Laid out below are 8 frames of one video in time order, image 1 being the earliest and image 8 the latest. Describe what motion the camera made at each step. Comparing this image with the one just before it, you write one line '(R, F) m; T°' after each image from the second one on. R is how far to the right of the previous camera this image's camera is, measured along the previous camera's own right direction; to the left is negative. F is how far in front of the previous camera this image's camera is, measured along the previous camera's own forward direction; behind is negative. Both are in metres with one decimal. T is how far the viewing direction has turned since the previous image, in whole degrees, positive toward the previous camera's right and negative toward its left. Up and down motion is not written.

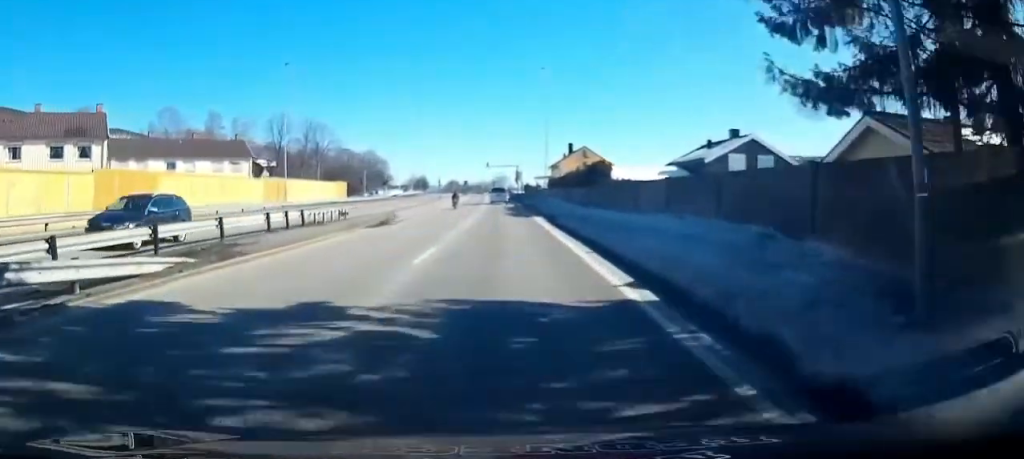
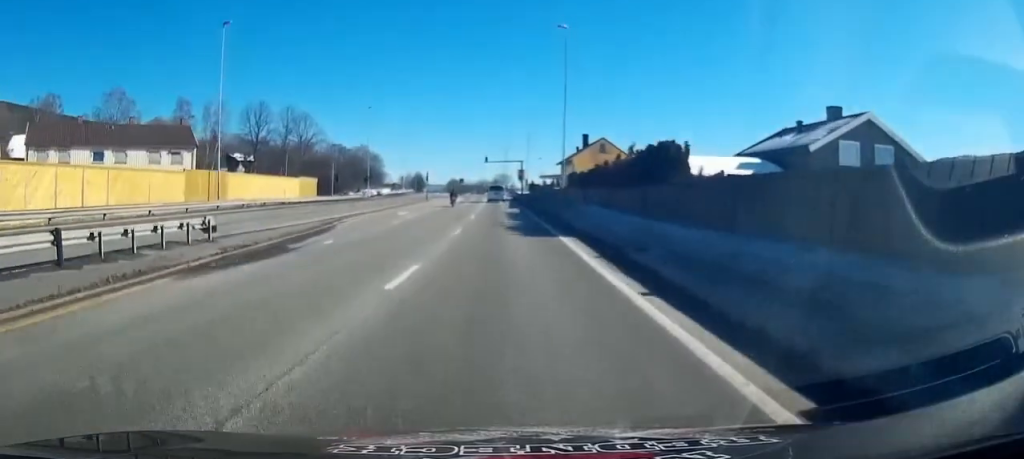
(-0.2, +16.3) m; 0°
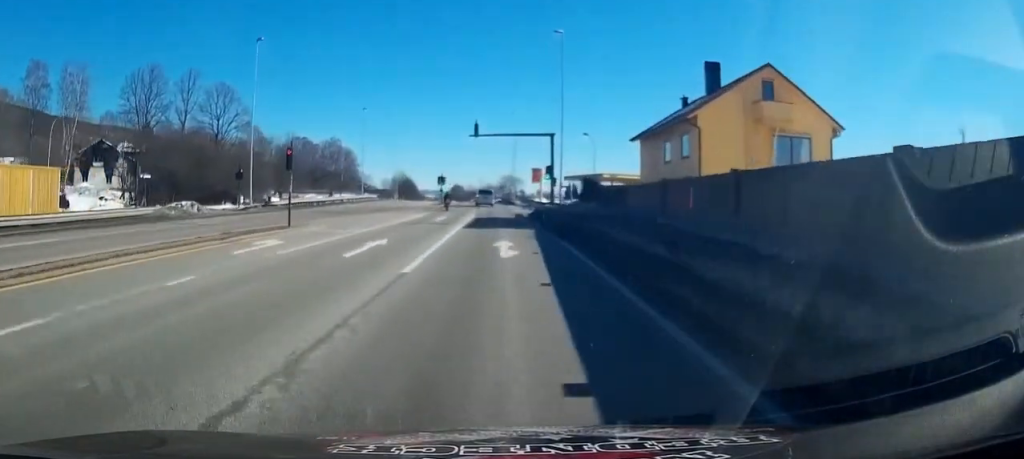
(0.0, +50.2) m; -1°
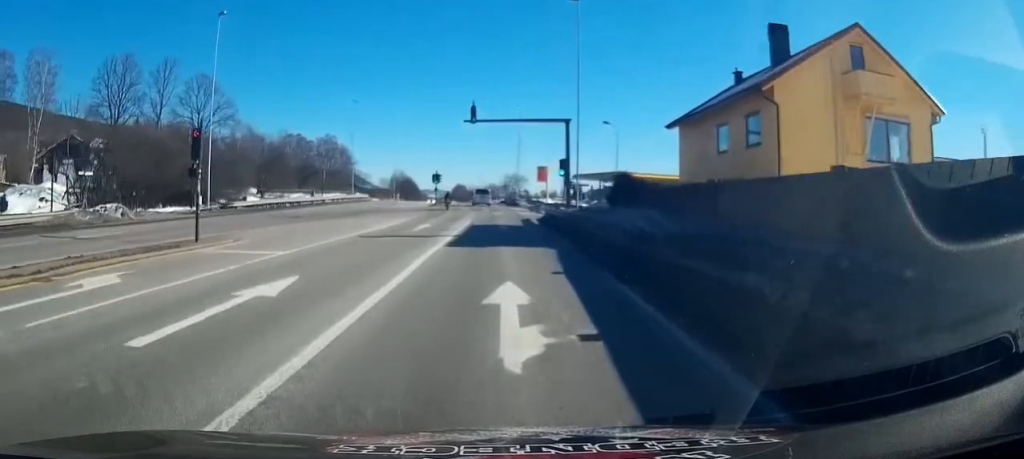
(+0.3, +8.6) m; -1°
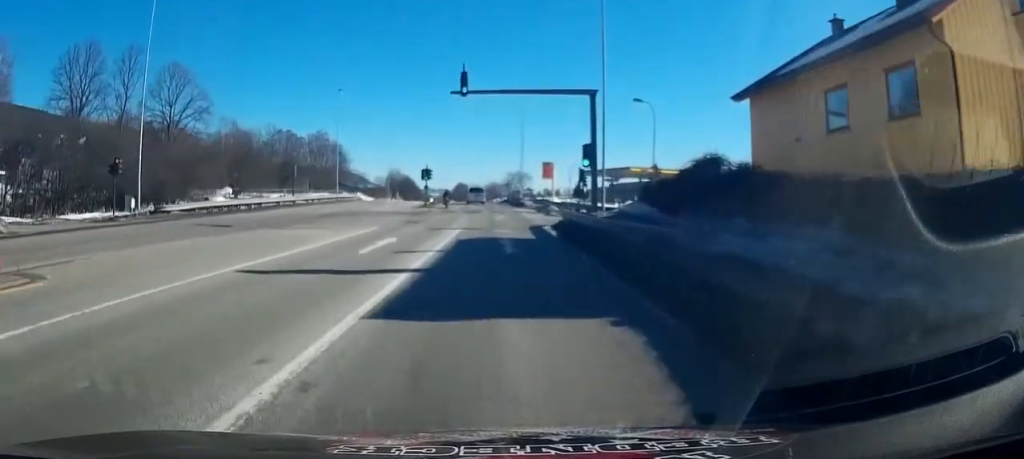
(-0.5, +9.6) m; -1°
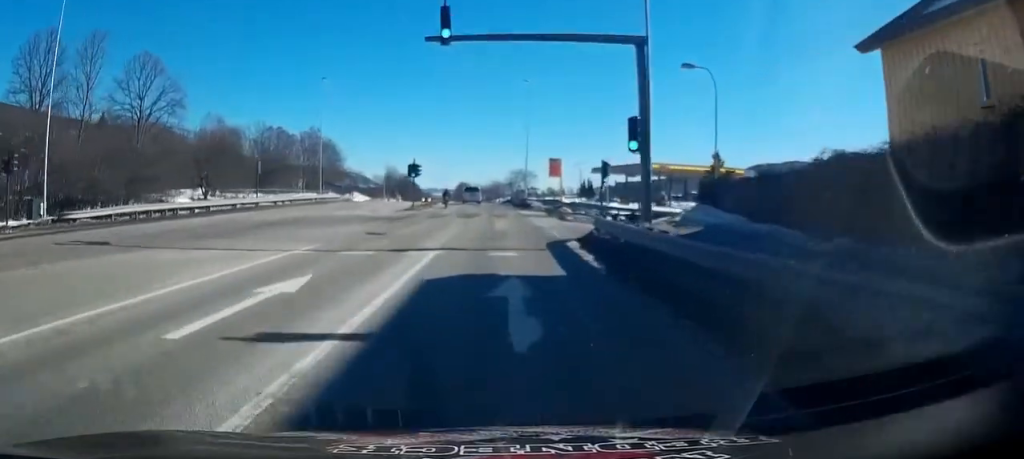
(-0.2, +9.0) m; -1°
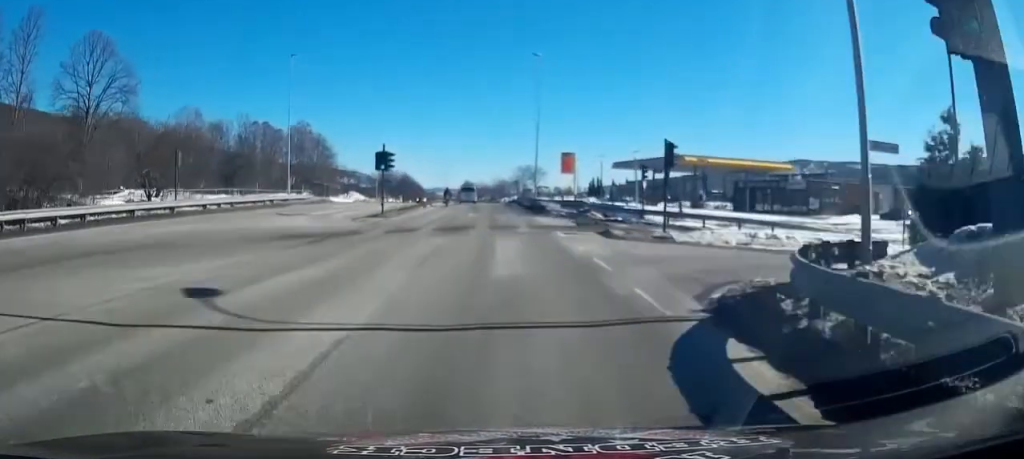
(+0.1, +12.8) m; +4°
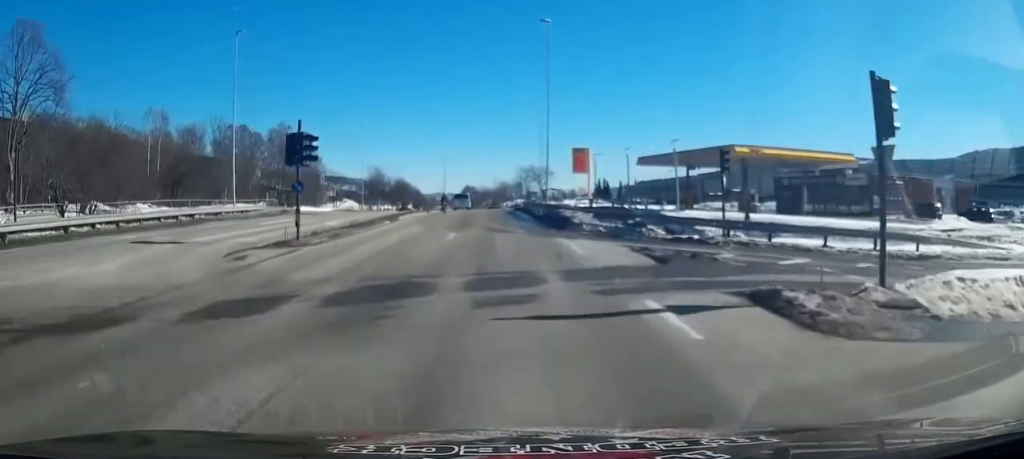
(+0.7, +13.4) m; +1°
